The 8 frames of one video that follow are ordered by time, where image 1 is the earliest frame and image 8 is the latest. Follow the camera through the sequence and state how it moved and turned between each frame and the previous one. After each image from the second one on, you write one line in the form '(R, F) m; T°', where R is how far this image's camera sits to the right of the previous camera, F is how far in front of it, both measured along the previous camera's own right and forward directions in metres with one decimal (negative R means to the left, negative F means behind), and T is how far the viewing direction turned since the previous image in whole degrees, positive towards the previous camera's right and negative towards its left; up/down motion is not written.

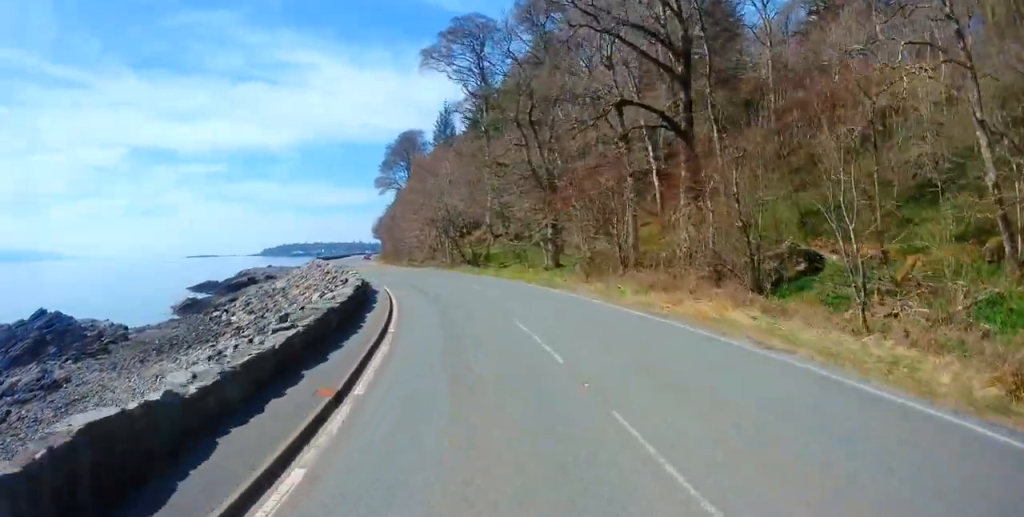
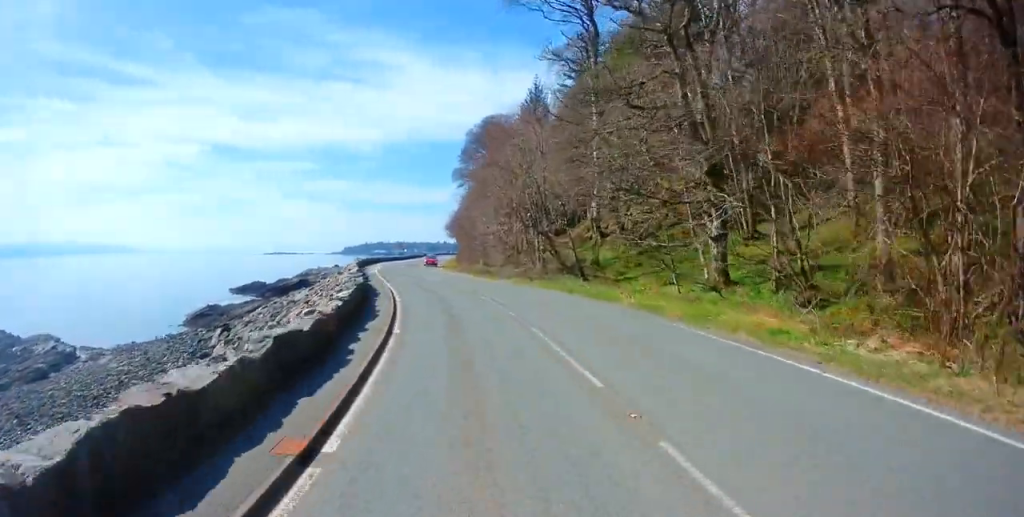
(-0.2, +19.4) m; 0°
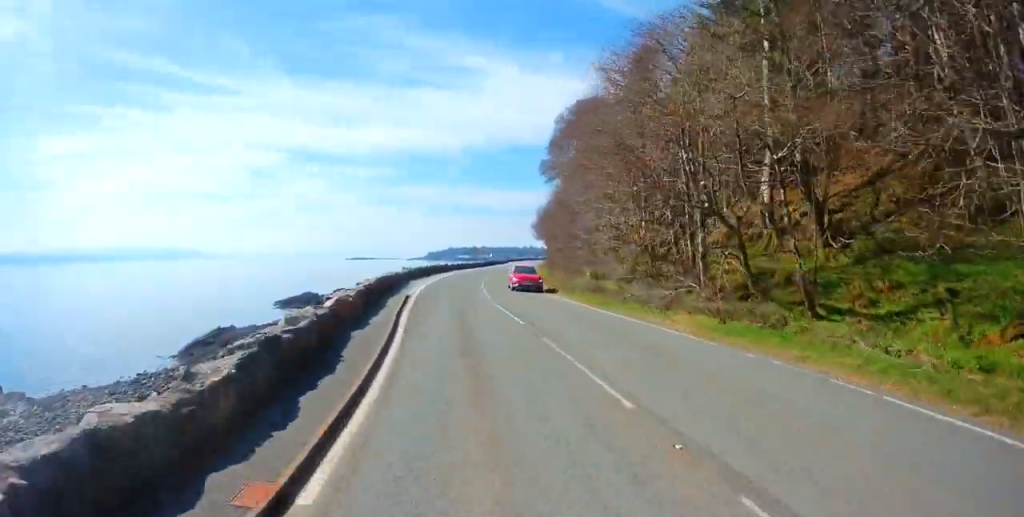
(0.0, +19.5) m; -1°
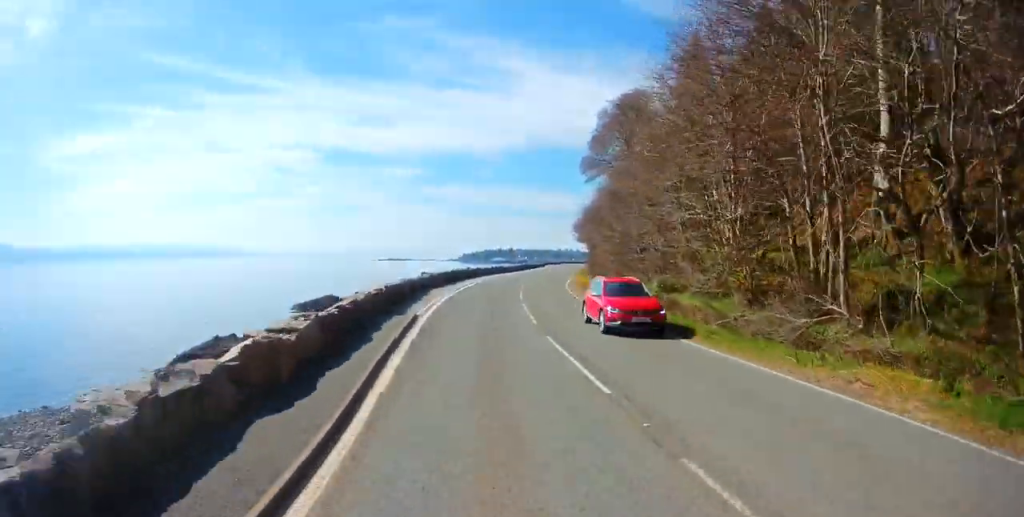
(0.0, +8.0) m; -4°
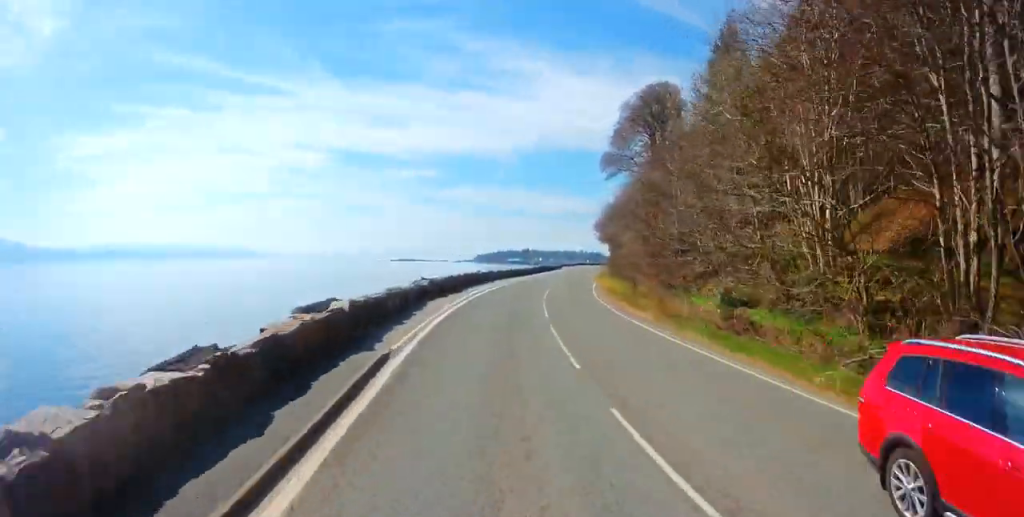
(+0.4, +6.7) m; -3°
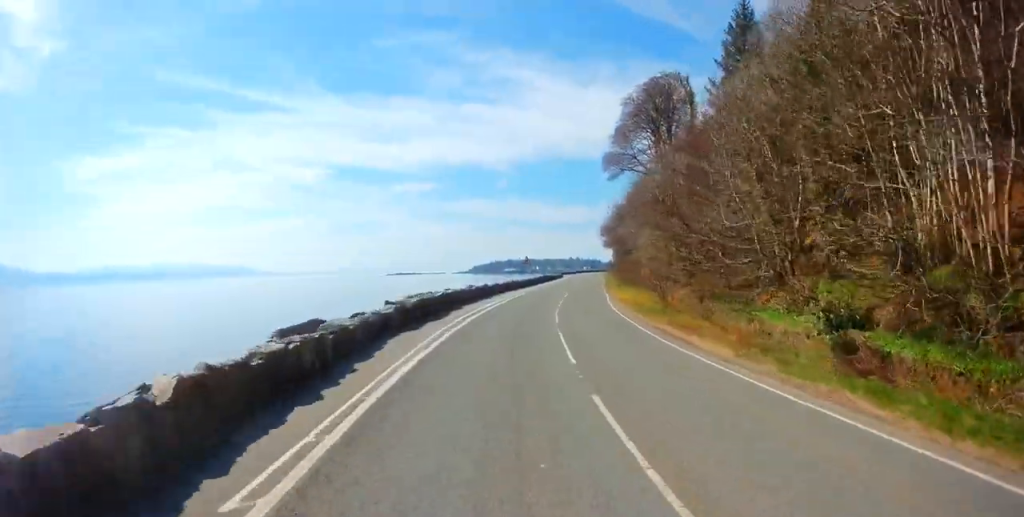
(-0.8, +7.7) m; -3°
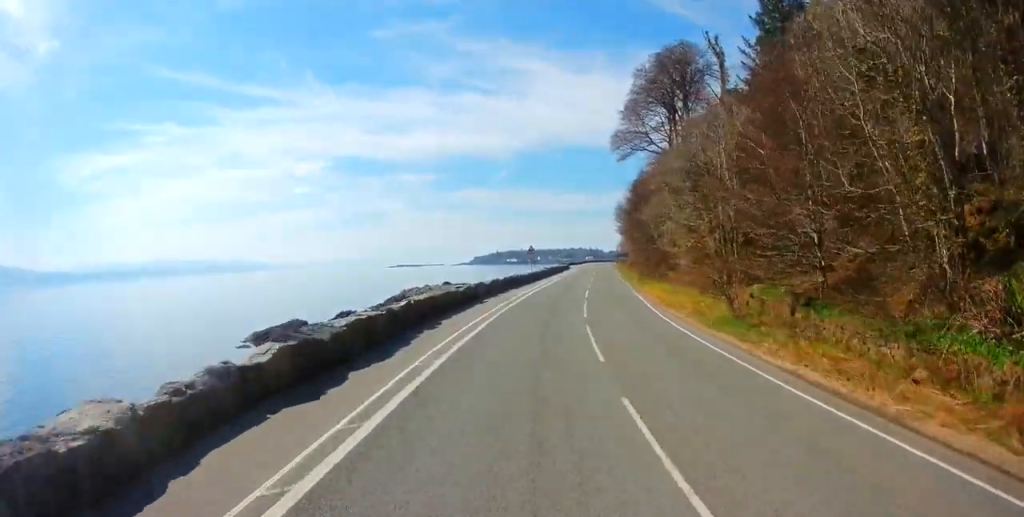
(-0.9, +9.6) m; -3°
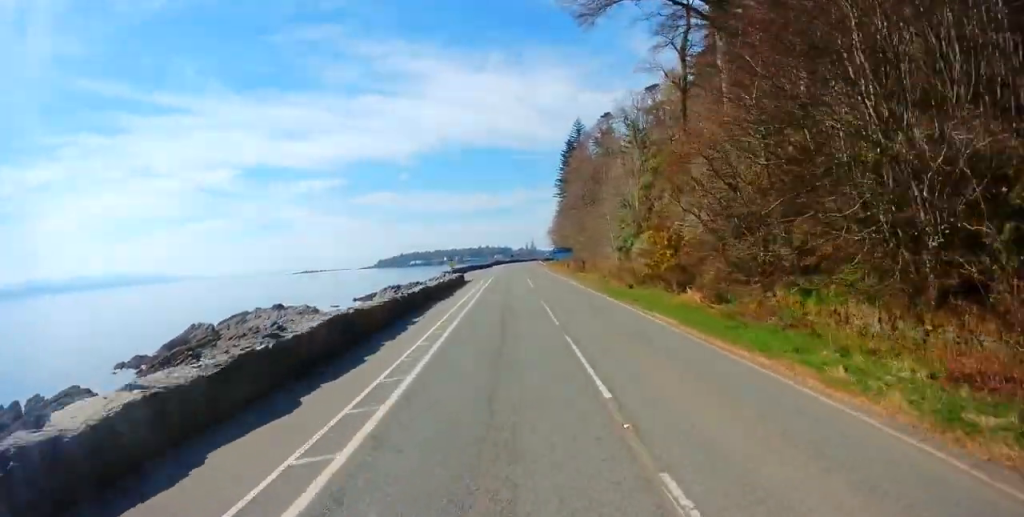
(+5.3, +57.9) m; +6°
